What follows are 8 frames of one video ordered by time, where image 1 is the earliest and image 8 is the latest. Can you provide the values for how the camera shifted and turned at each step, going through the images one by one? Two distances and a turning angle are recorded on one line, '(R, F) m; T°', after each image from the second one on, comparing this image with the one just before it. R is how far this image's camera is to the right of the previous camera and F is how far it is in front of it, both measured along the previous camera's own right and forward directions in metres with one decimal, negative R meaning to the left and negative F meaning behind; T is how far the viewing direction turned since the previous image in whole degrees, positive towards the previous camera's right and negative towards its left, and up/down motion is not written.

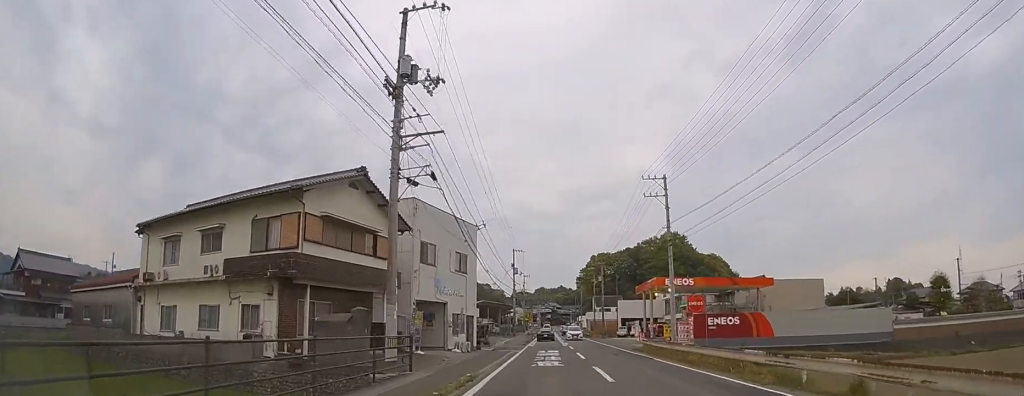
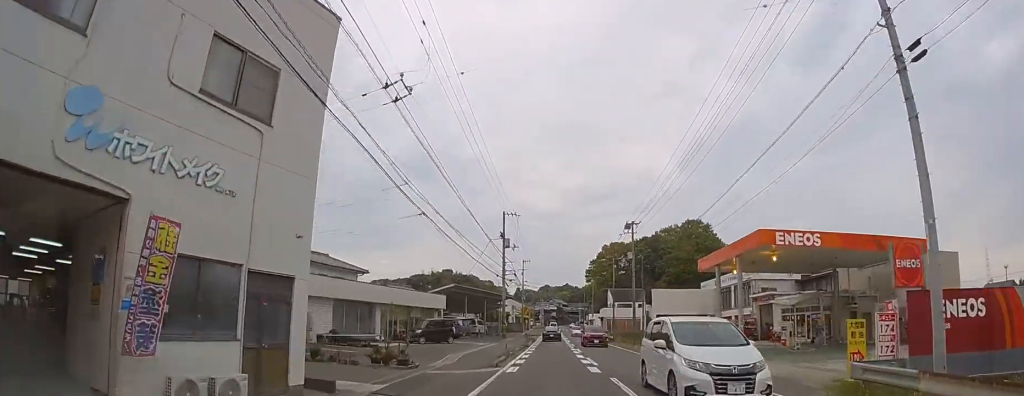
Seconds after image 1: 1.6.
(0.0, +23.5) m; 0°
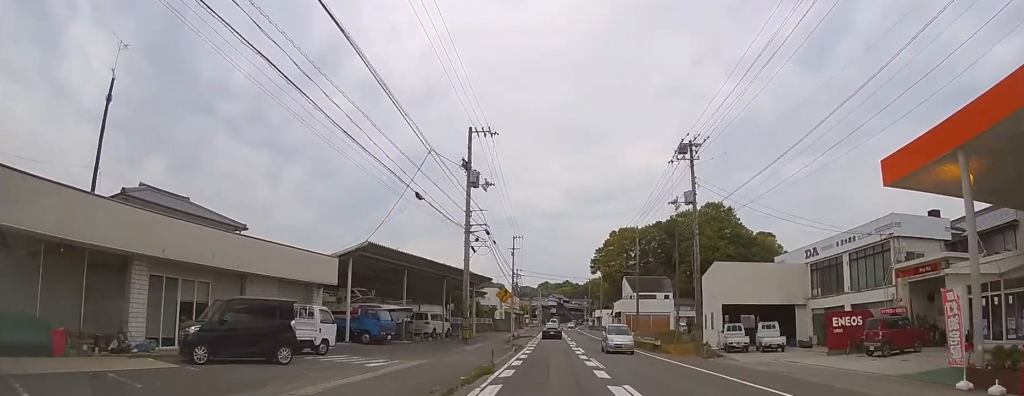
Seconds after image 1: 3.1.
(-0.1, +22.5) m; 0°
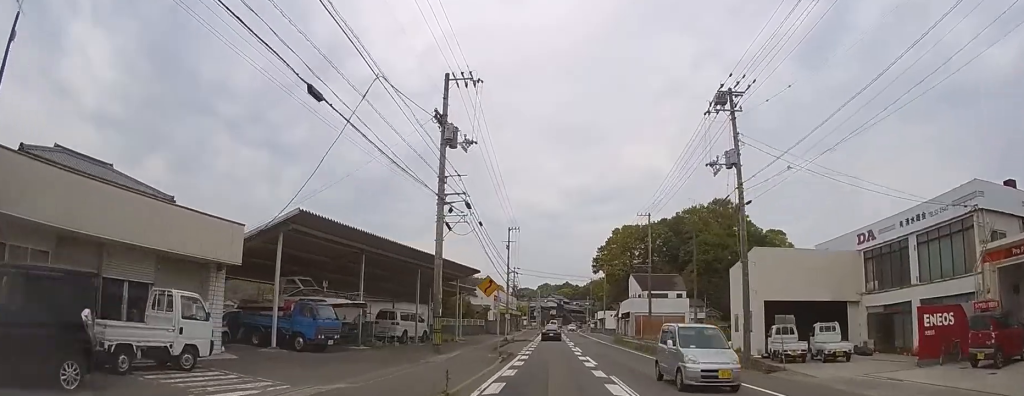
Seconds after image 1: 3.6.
(0.0, +7.0) m; 0°
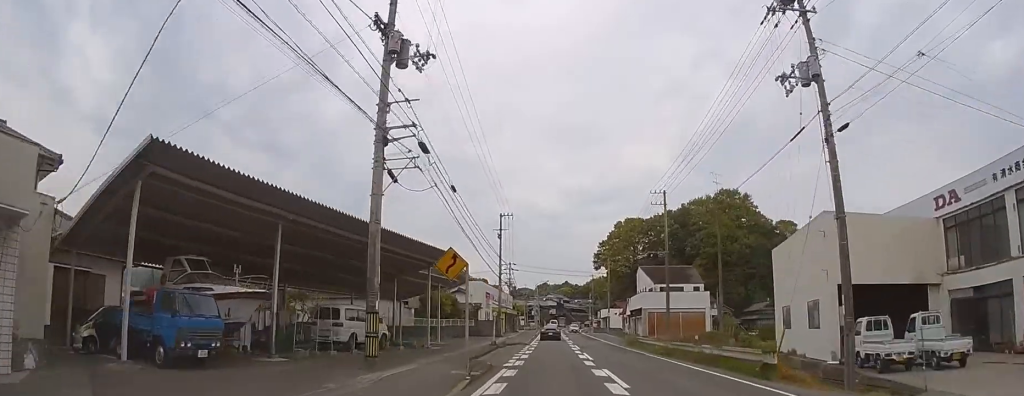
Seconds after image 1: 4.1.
(0.0, +7.6) m; 0°
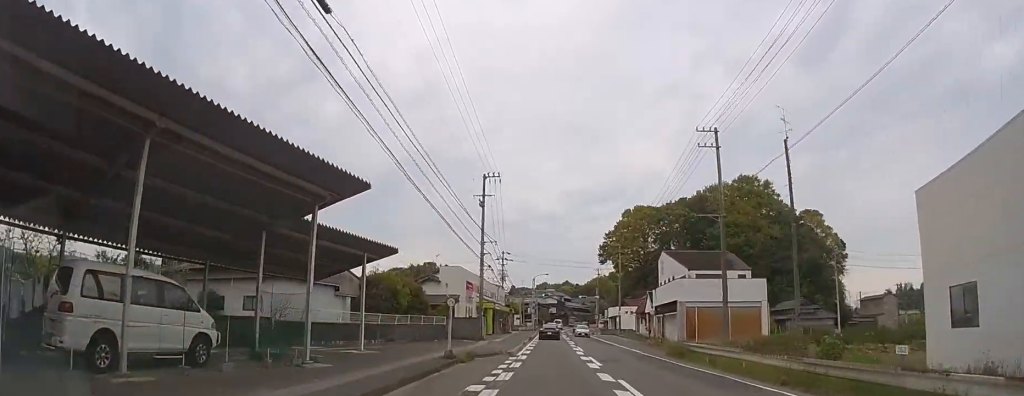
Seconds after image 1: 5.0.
(0.0, +13.8) m; 0°
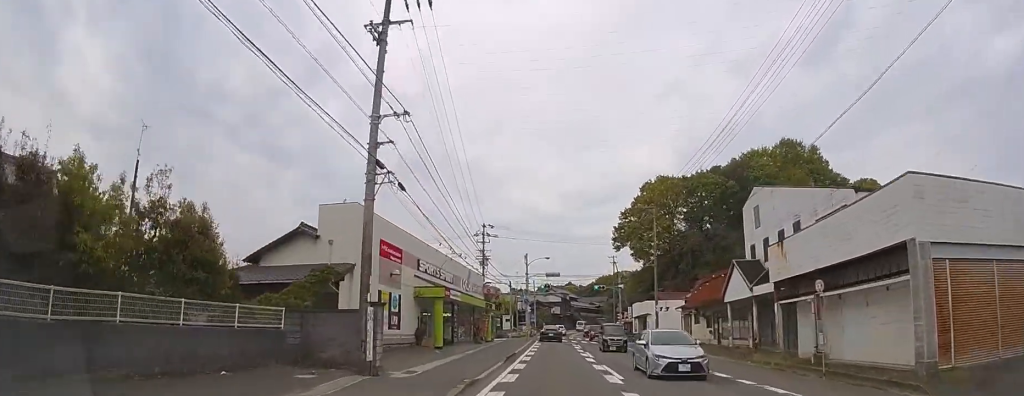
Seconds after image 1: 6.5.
(0.0, +24.1) m; 0°
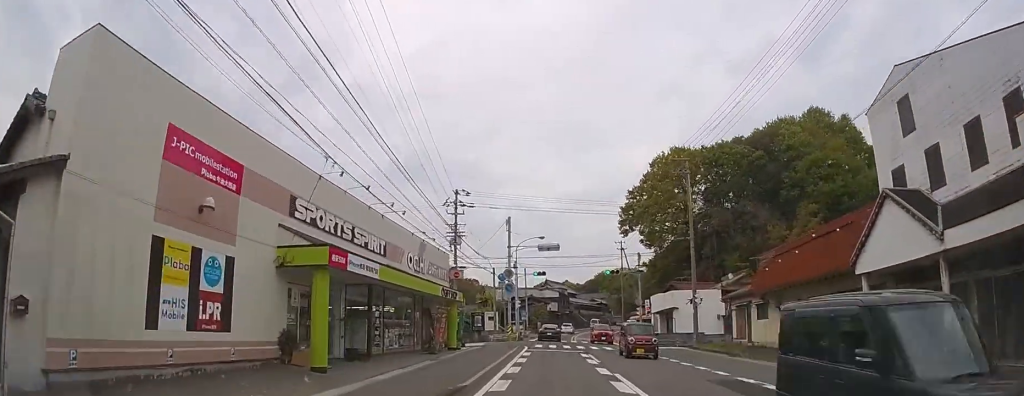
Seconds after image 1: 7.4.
(0.0, +13.7) m; 0°
